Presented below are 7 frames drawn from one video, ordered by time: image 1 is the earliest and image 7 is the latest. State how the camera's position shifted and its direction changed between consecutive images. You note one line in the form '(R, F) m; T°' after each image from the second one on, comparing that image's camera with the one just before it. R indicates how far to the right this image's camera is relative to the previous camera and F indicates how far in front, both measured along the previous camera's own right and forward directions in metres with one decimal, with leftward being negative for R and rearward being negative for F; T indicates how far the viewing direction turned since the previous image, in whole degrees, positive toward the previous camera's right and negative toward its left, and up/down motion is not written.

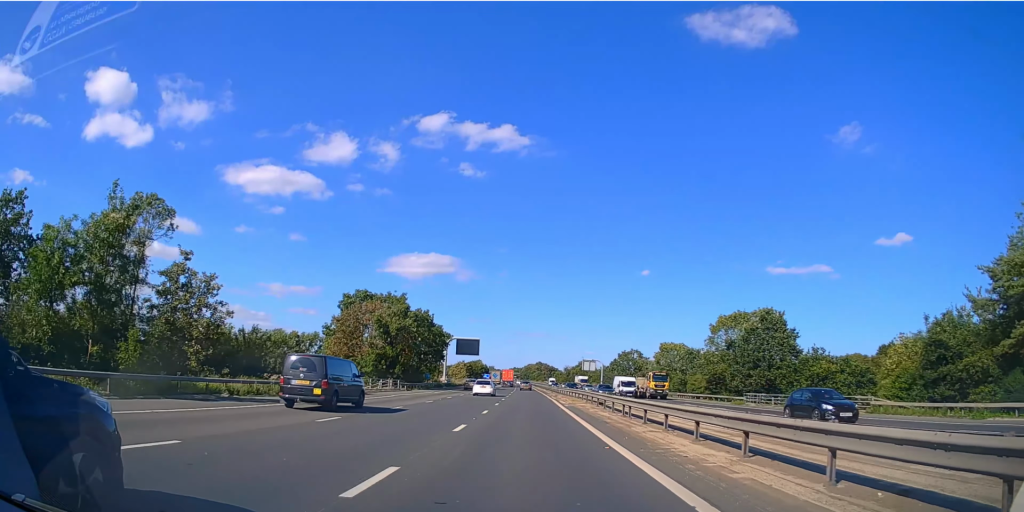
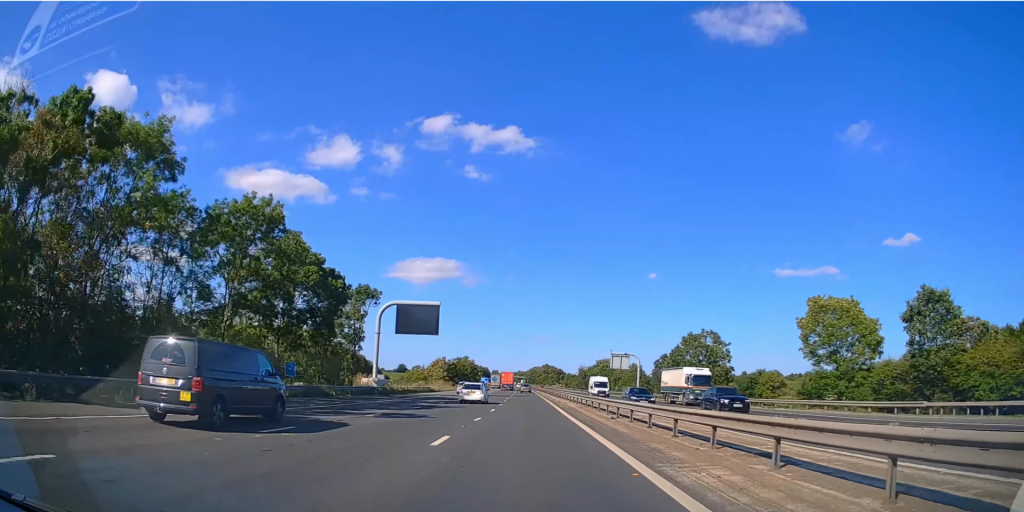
(-0.4, +58.3) m; -1°
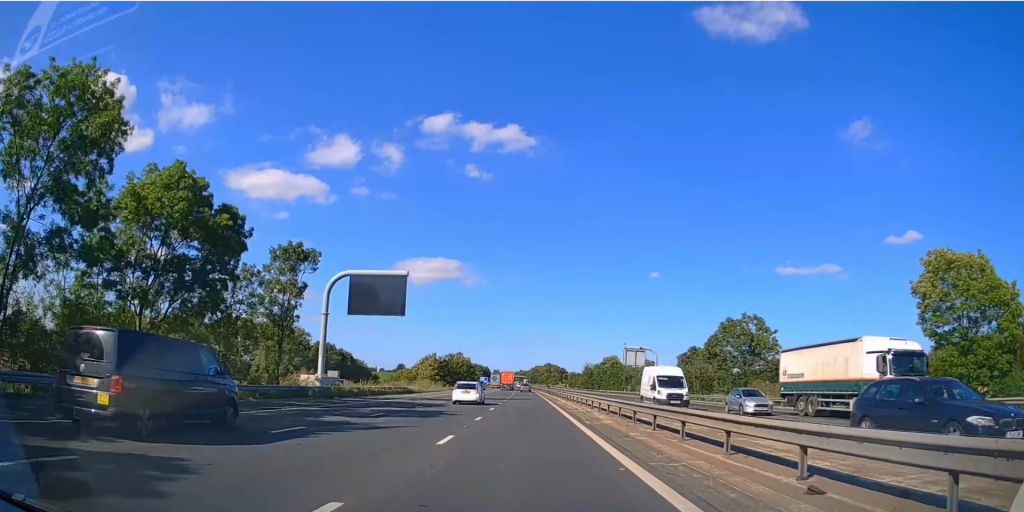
(0.0, +17.5) m; 0°
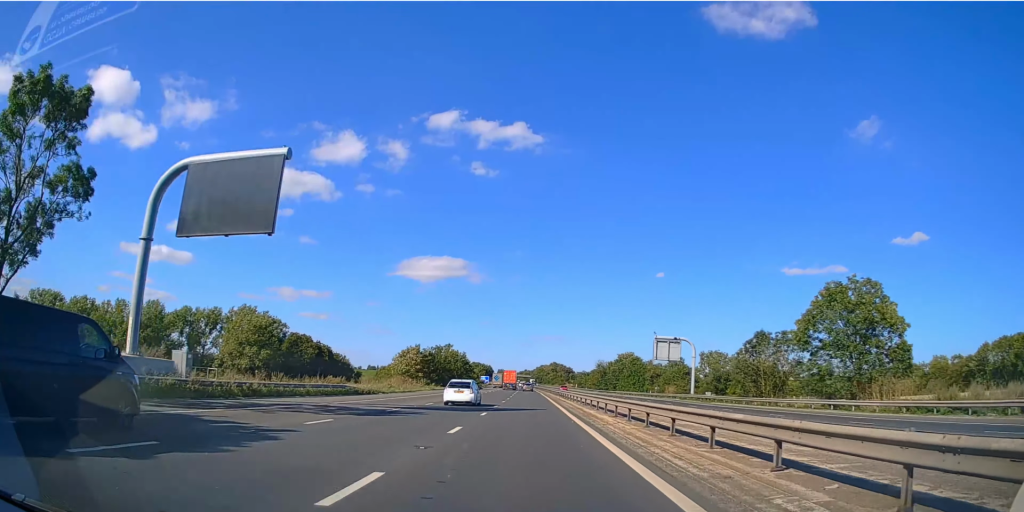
(0.0, +24.0) m; 0°
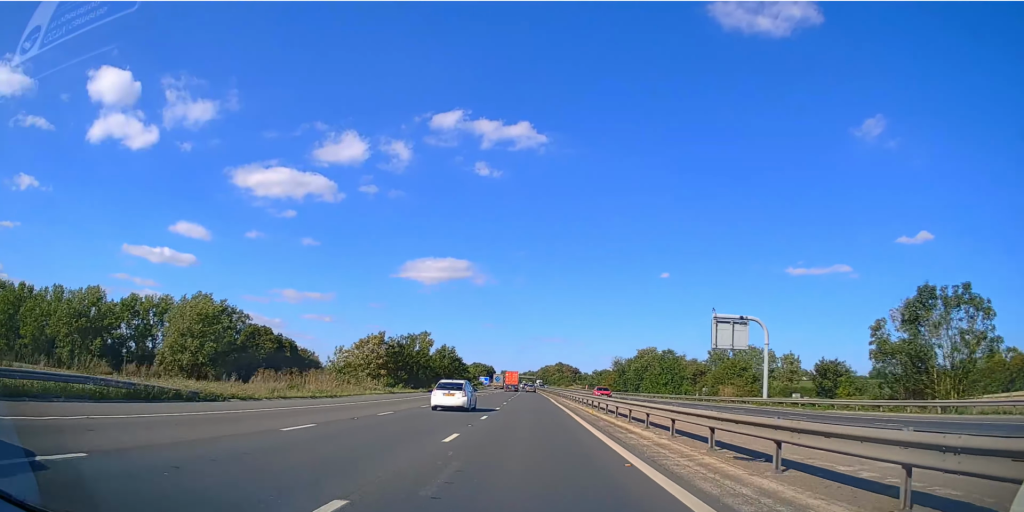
(-0.2, +29.4) m; -1°
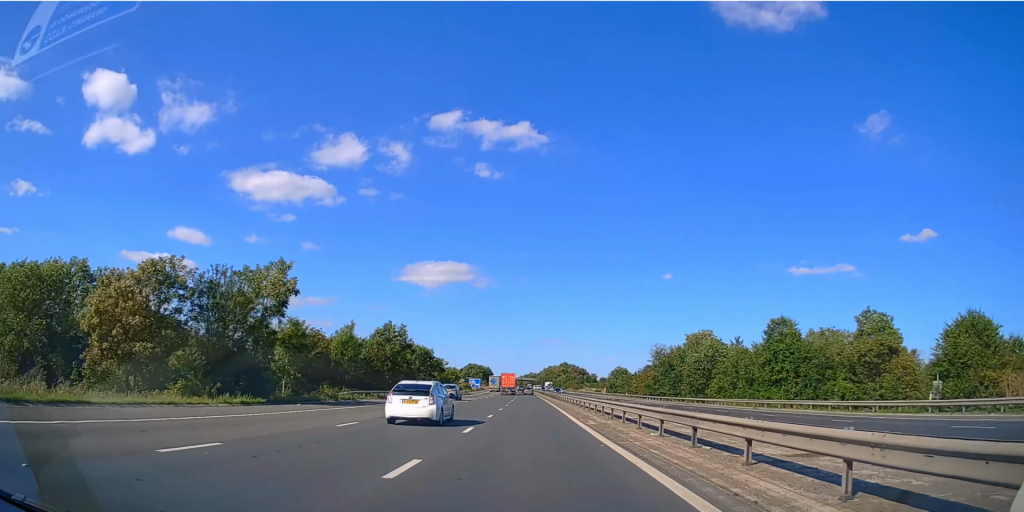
(-0.2, +47.5) m; 0°
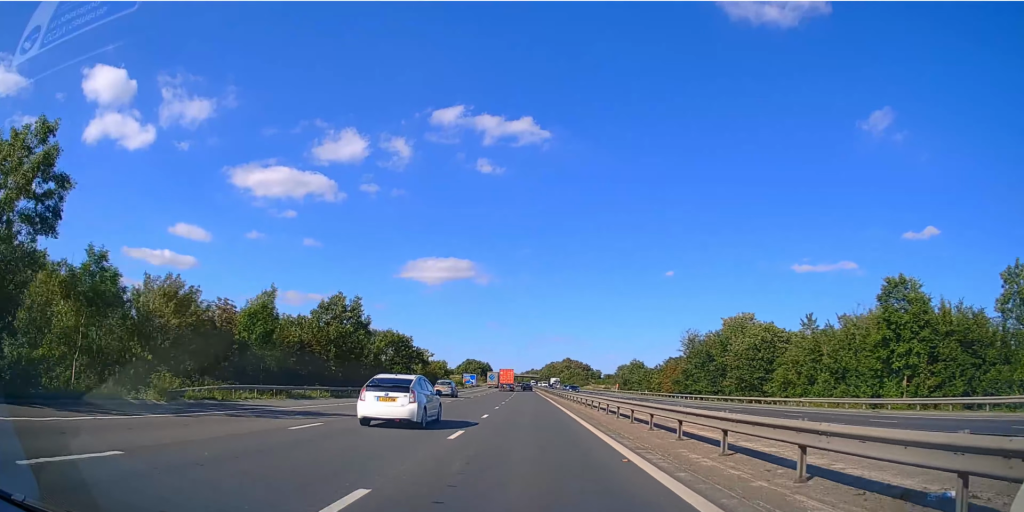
(+0.1, +19.8) m; 0°
